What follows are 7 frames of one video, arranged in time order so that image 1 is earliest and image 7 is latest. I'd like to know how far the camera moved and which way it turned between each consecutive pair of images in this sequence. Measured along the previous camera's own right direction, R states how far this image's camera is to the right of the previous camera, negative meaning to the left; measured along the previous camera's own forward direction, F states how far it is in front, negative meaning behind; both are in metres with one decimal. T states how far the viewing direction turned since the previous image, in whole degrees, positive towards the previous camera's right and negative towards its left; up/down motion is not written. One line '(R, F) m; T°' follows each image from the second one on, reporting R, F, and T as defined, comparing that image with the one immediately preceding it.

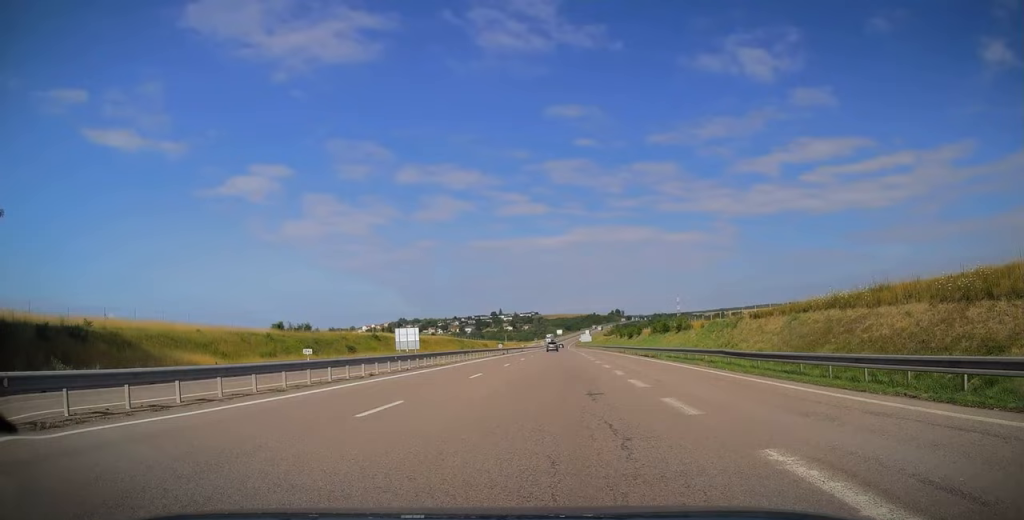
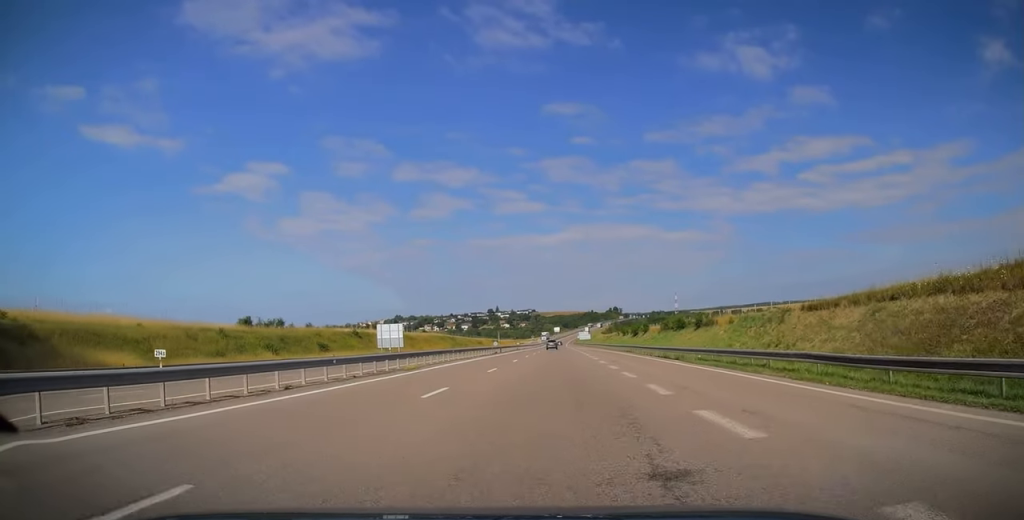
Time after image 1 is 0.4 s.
(-0.1, +9.1) m; 0°
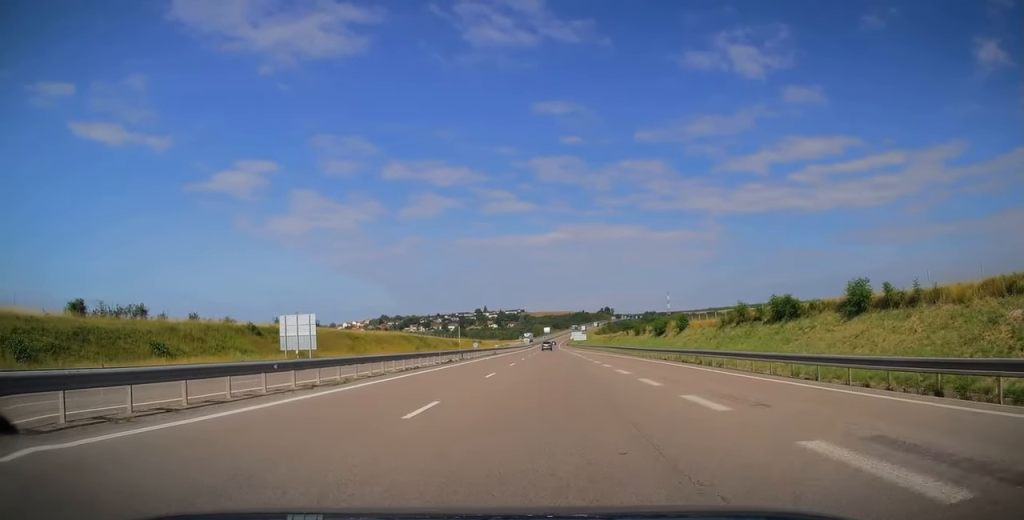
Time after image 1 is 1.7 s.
(0.0, +30.1) m; +1°
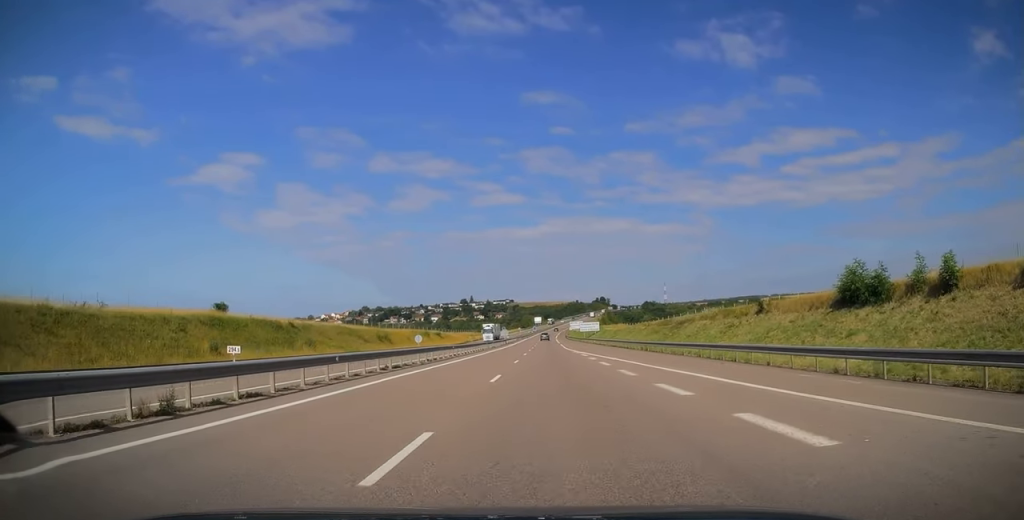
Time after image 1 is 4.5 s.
(+1.5, +69.8) m; +1°
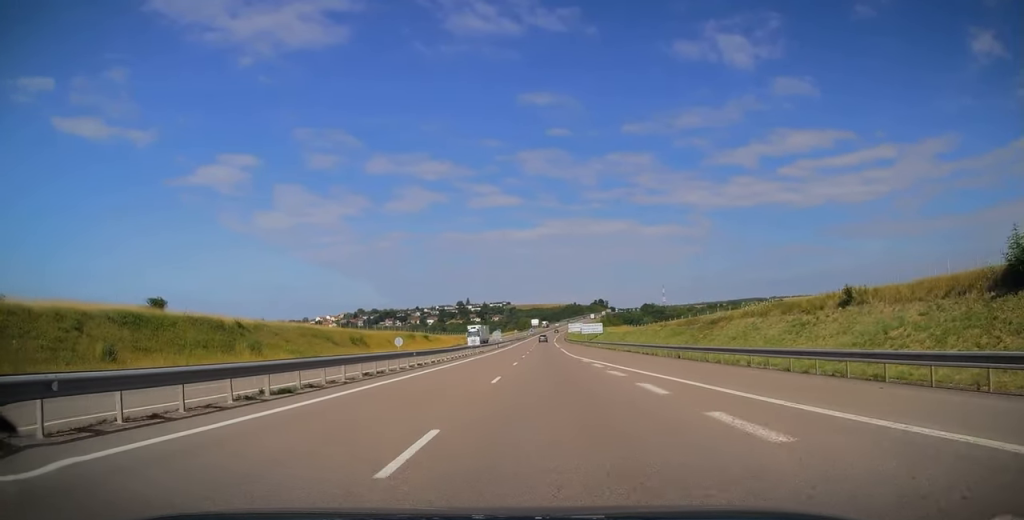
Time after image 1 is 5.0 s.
(0.0, +12.4) m; 0°
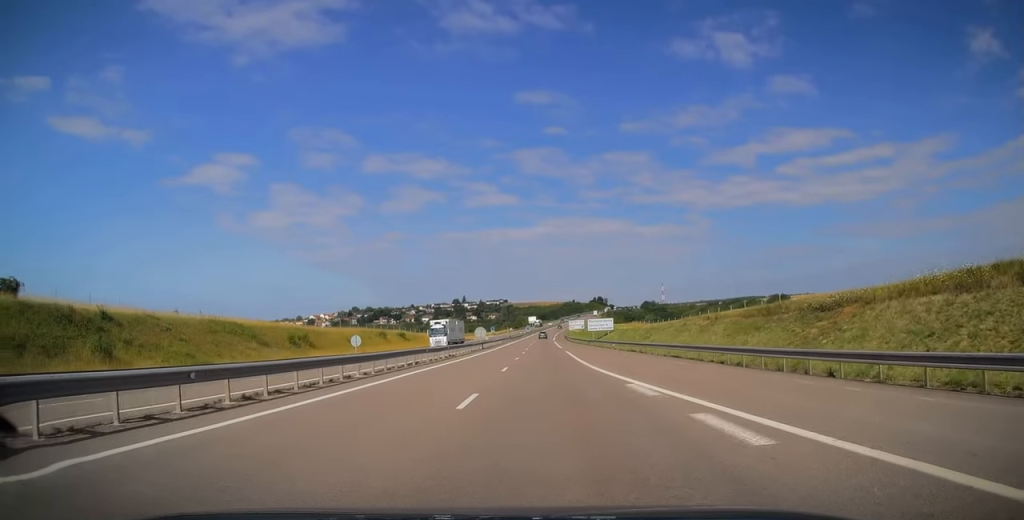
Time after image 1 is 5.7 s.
(0.0, +20.3) m; 0°
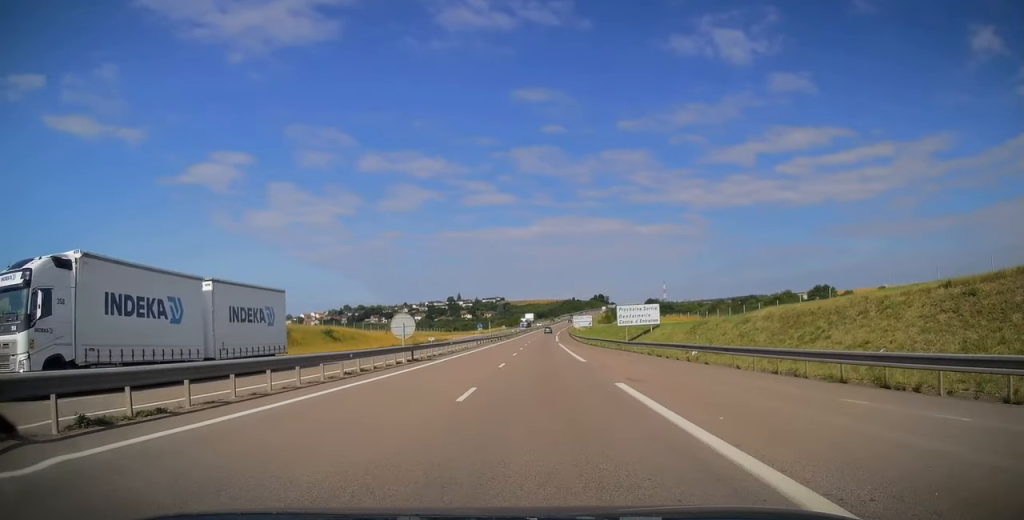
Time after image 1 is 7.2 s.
(+0.1, +37.8) m; 0°
